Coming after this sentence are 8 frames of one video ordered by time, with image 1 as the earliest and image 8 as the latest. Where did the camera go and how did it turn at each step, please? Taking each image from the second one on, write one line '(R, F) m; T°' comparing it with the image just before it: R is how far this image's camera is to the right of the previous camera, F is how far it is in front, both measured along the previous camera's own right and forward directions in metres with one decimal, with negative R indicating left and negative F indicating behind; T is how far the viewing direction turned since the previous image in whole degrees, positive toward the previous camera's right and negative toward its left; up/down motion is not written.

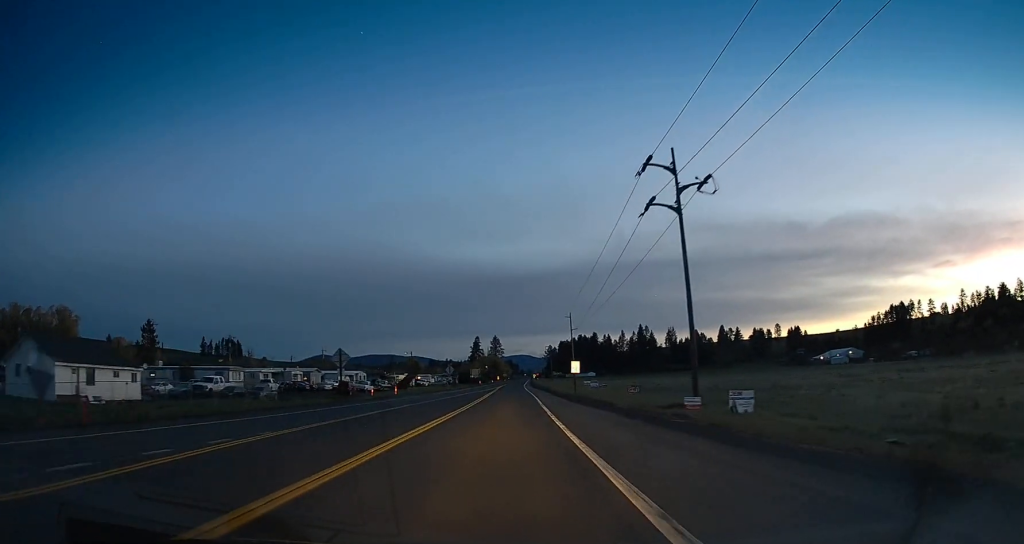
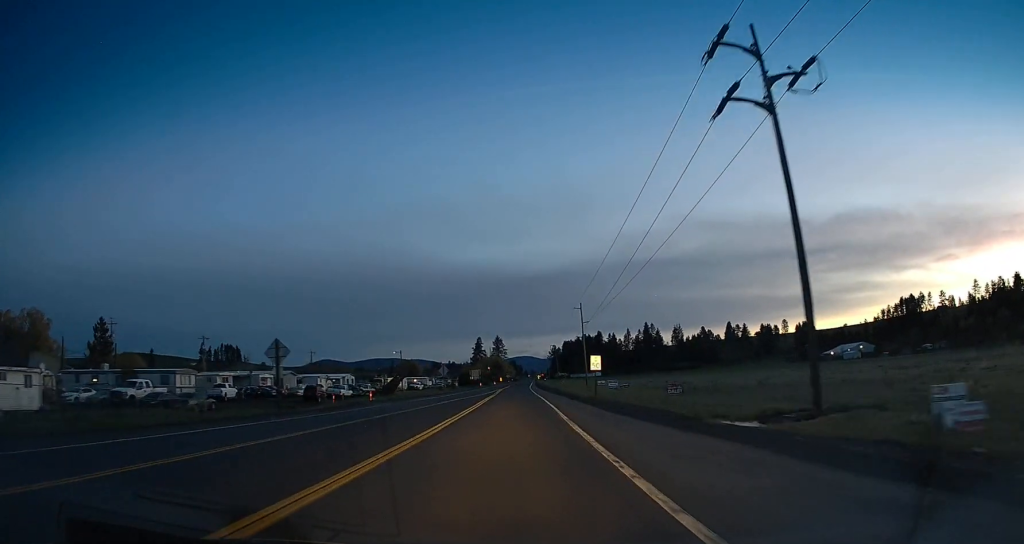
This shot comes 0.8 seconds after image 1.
(-0.4, +14.7) m; -2°
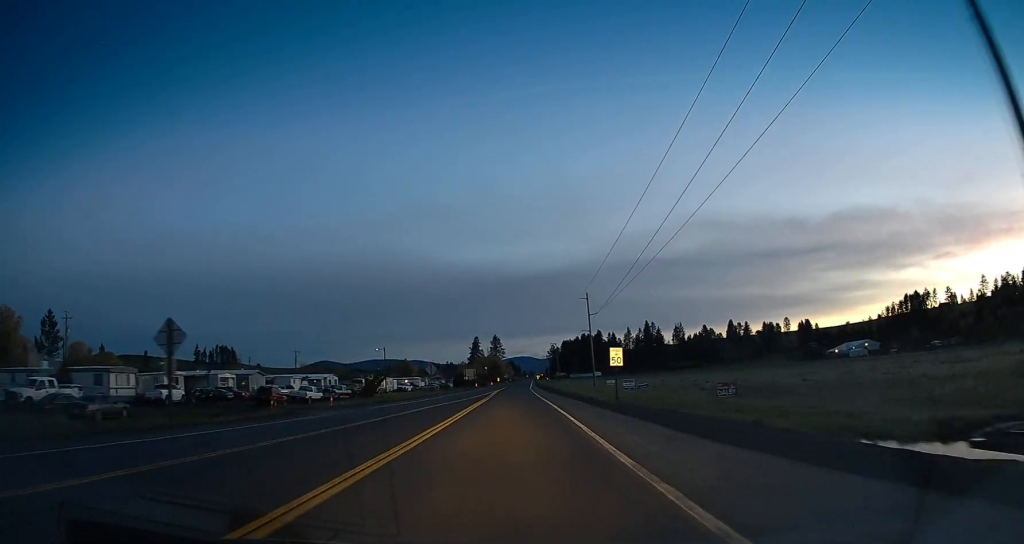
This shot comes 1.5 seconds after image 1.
(0.0, +12.3) m; 0°
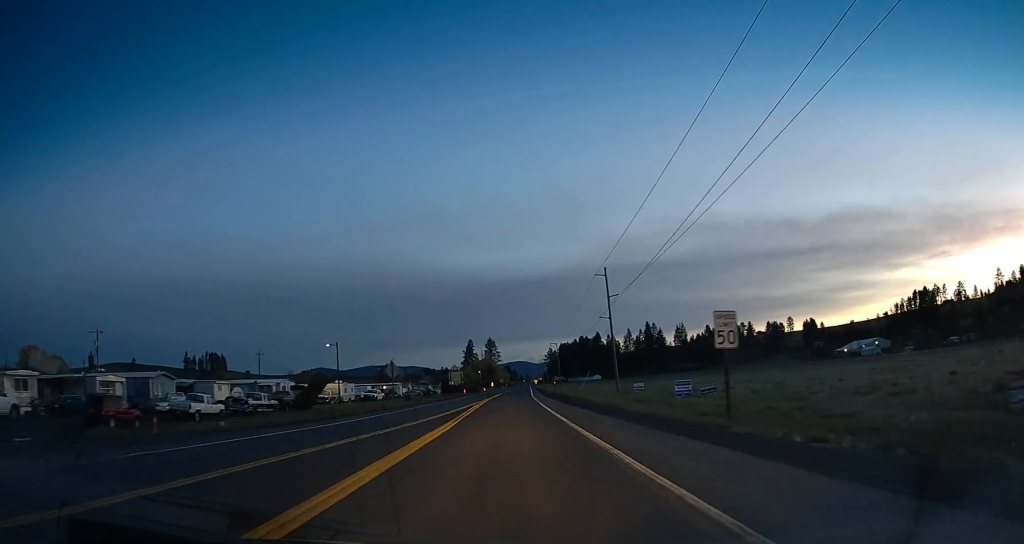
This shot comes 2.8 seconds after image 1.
(-0.3, +24.0) m; -2°
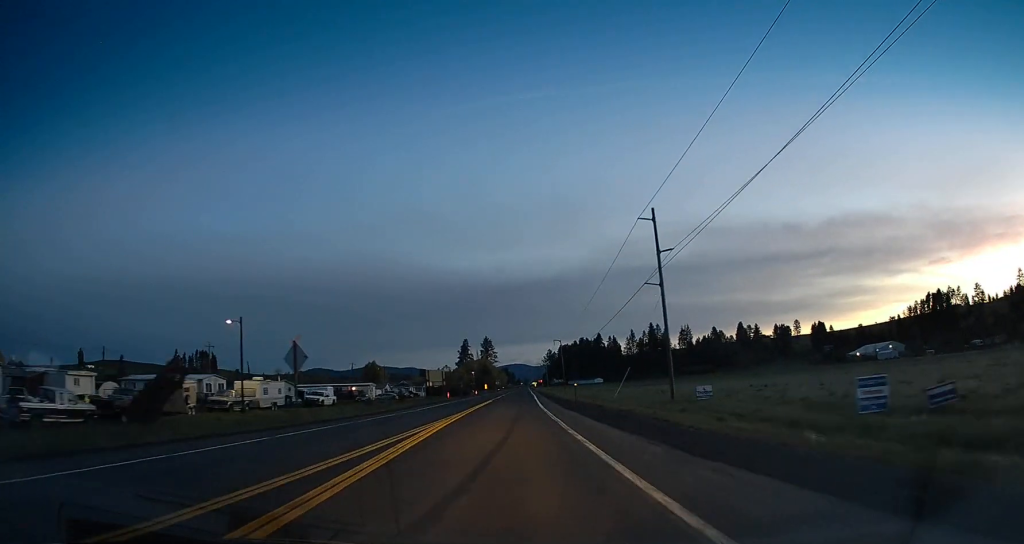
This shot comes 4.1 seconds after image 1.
(-0.3, +25.3) m; 0°
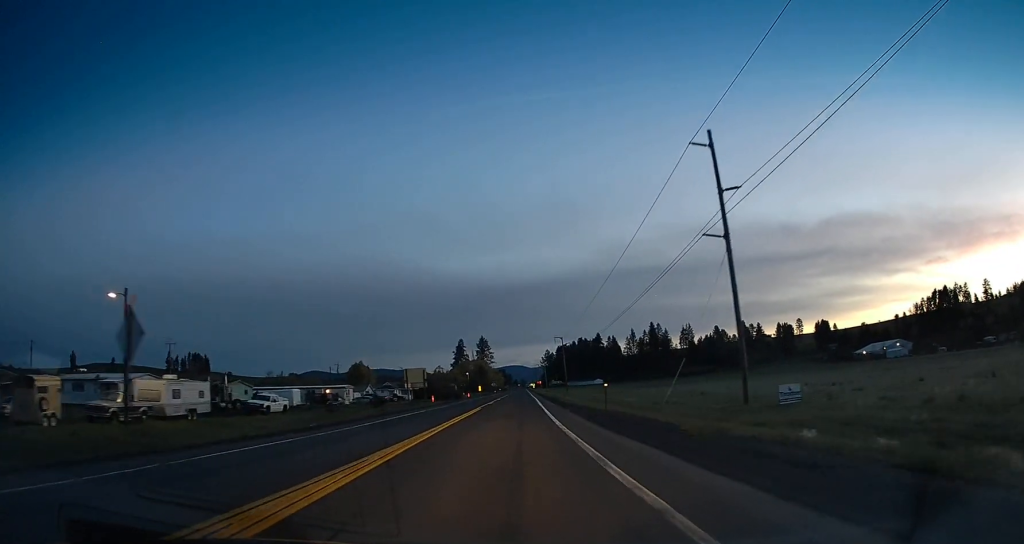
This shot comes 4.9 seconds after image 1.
(+0.2, +14.1) m; +1°
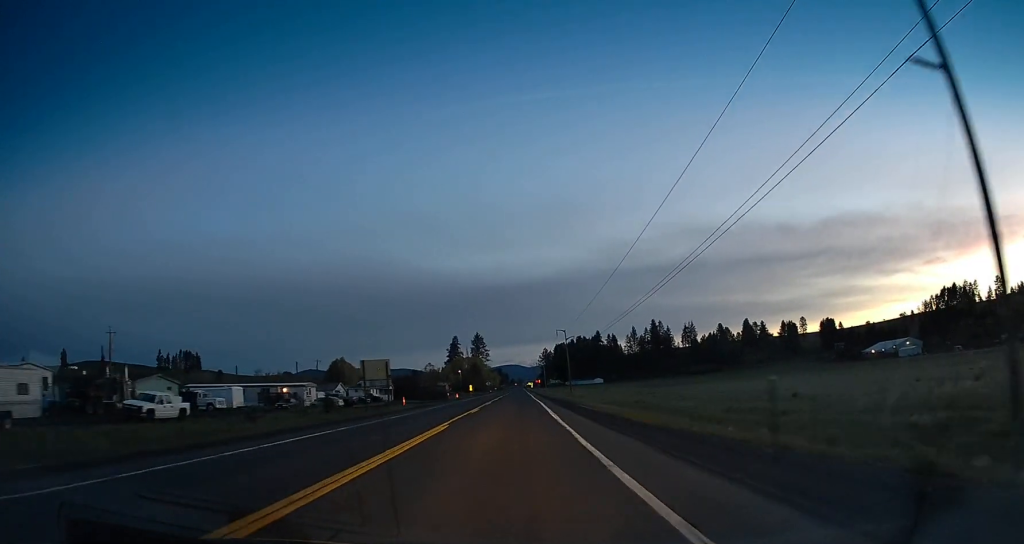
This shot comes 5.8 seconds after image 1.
(+0.2, +16.9) m; +1°
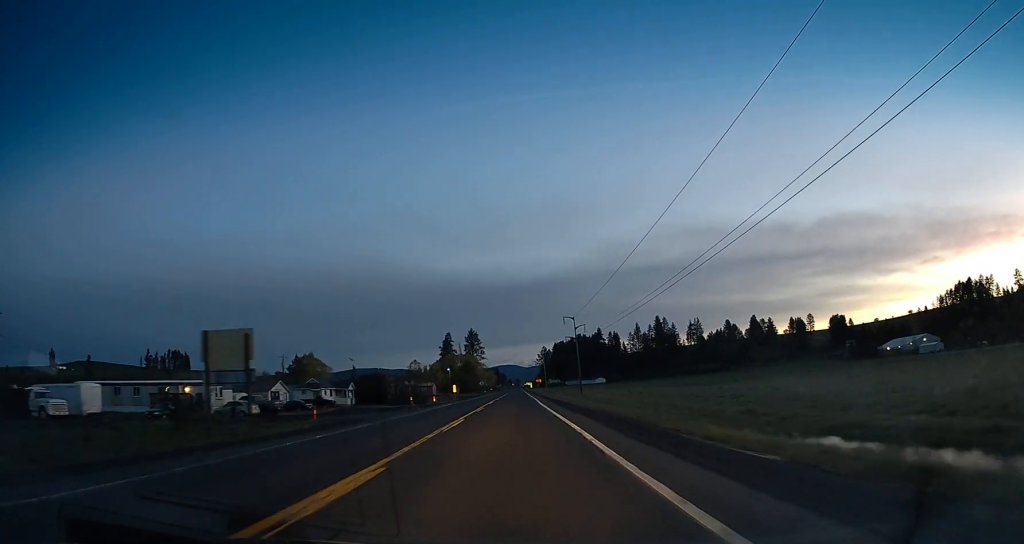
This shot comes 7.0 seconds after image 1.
(+0.1, +24.7) m; -1°
